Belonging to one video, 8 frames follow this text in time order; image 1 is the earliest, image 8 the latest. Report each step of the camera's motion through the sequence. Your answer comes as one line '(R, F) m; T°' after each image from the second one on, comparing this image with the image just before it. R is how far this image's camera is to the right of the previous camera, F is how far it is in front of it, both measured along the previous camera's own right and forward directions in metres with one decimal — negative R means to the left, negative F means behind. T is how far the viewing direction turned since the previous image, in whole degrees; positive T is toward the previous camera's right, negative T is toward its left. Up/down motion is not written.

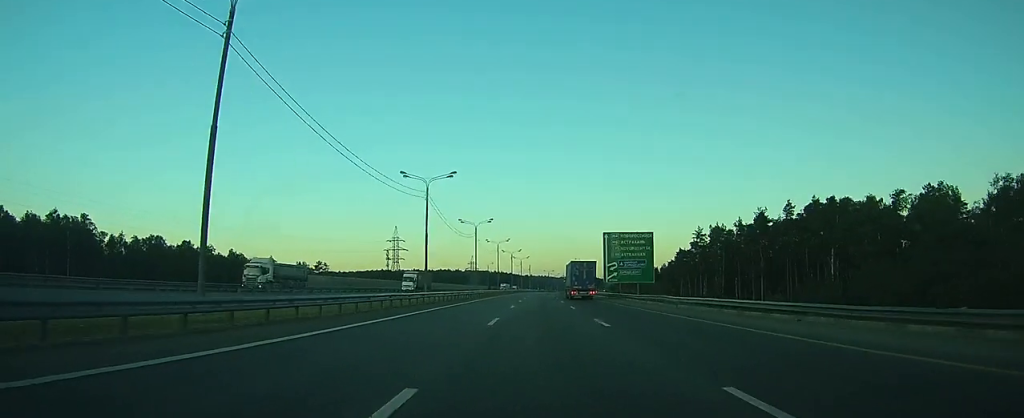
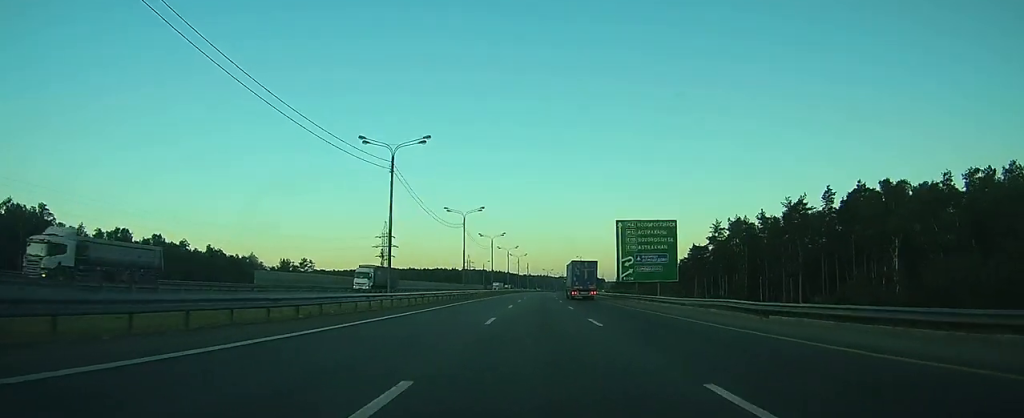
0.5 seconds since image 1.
(0.0, +15.4) m; 0°
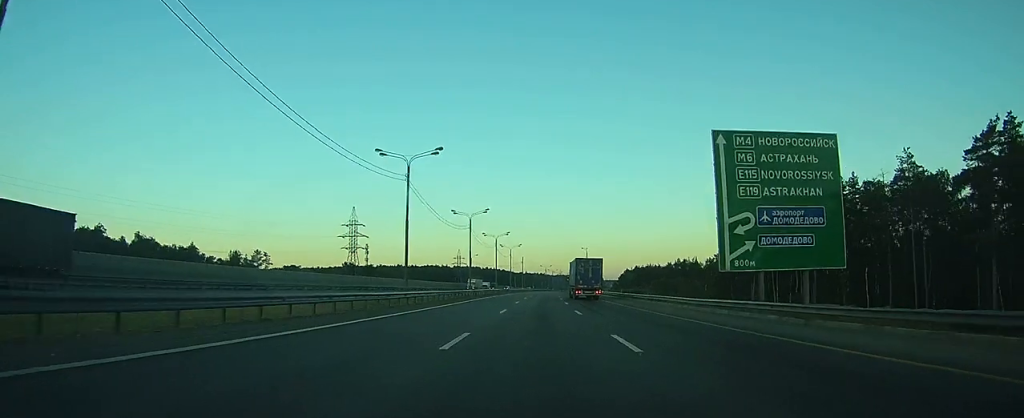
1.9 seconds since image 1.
(+0.2, +39.6) m; +1°
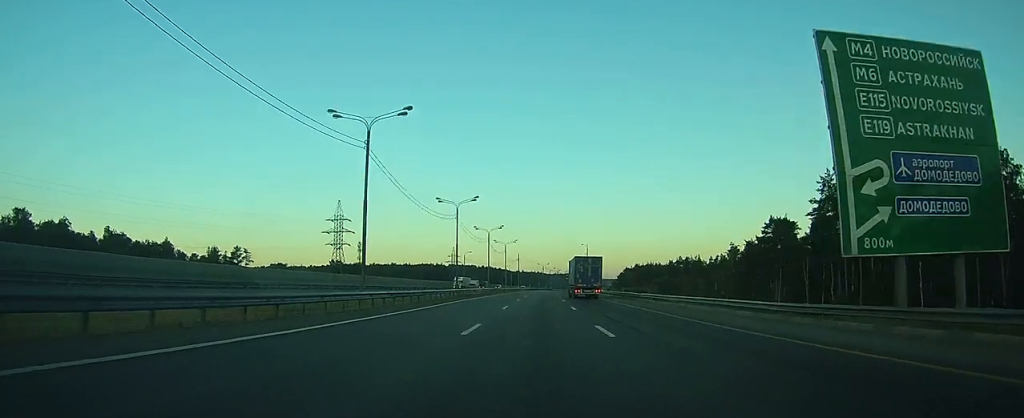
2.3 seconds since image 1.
(0.0, +12.6) m; 0°
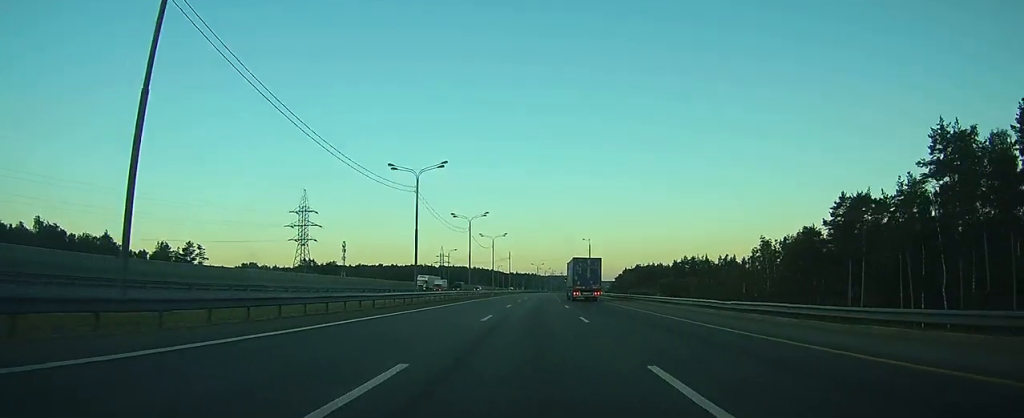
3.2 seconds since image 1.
(+0.1, +25.3) m; 0°
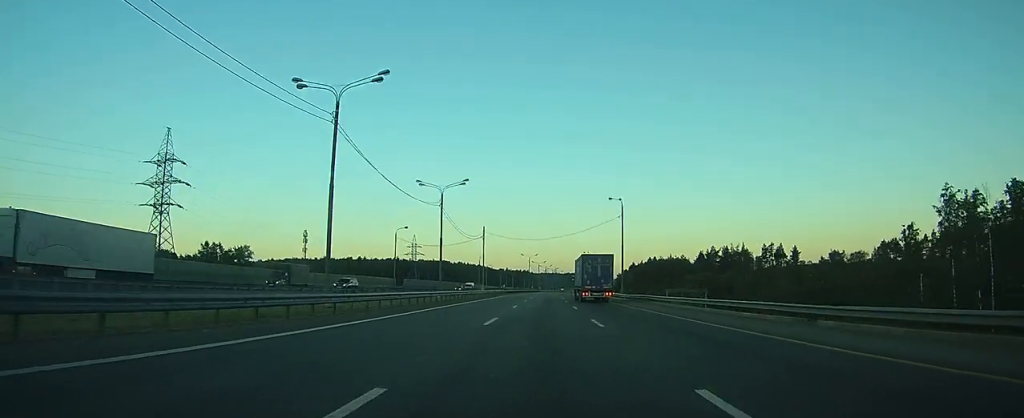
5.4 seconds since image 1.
(+0.2, +65.8) m; 0°
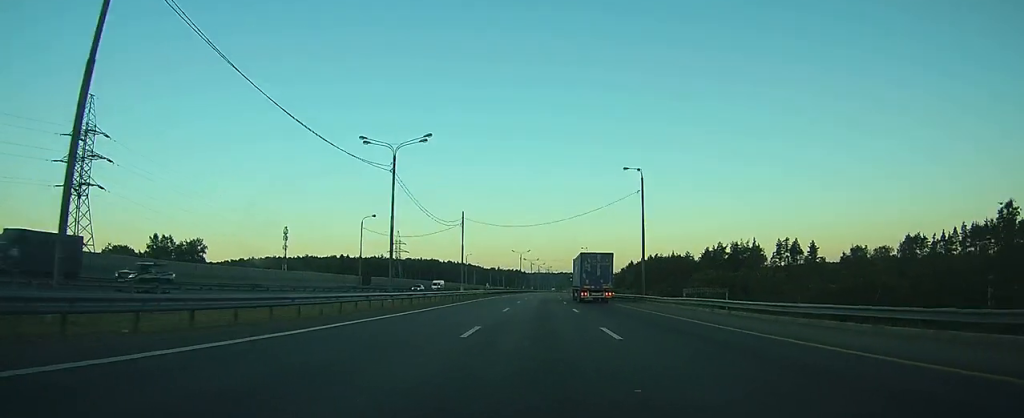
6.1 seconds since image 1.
(+0.1, +20.8) m; 0°
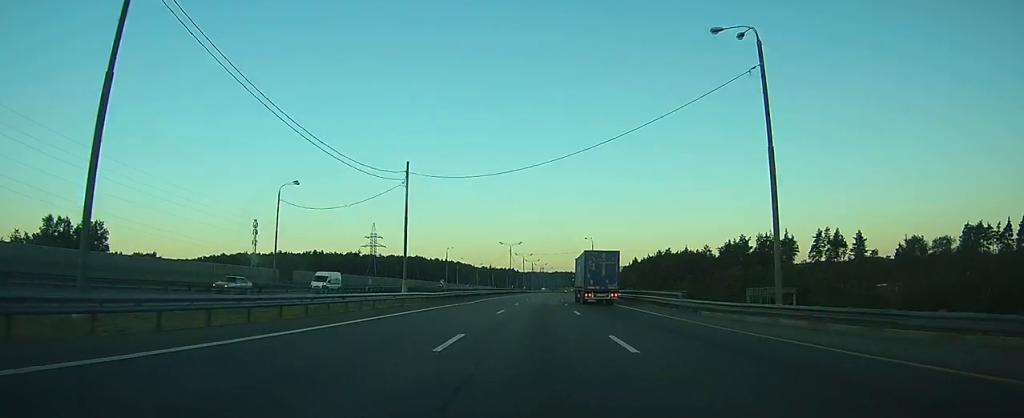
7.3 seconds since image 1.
(+0.3, +34.9) m; +1°
